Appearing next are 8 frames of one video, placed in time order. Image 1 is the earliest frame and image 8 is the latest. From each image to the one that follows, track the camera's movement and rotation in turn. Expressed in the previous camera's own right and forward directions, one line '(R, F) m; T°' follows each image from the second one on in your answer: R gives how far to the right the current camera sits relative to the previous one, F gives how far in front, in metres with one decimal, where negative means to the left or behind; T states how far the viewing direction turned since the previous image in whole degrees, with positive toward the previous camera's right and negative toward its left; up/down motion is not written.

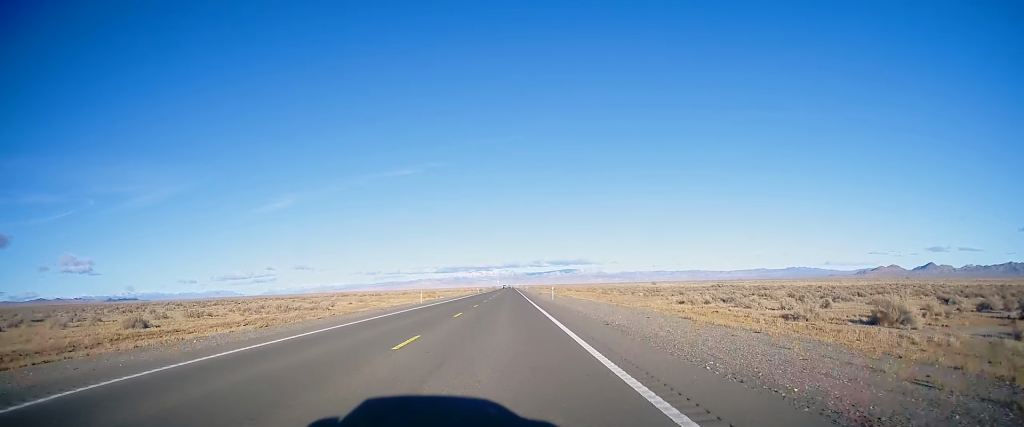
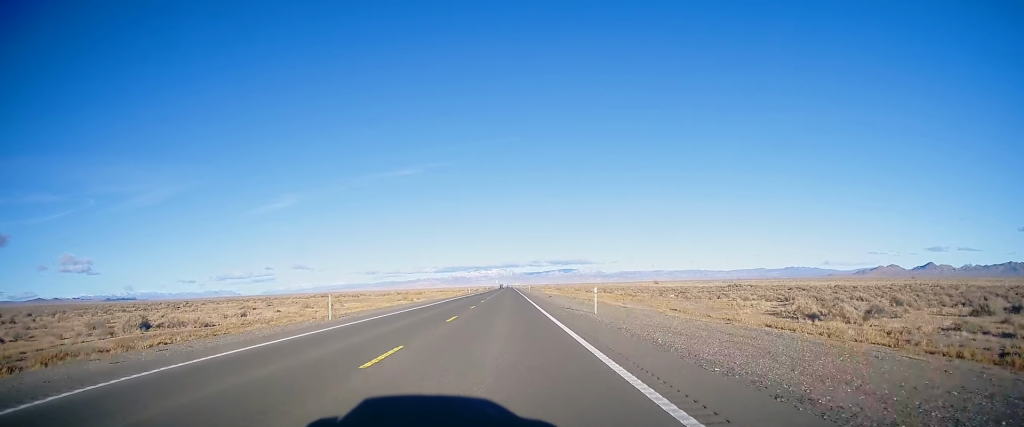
(+0.1, +26.5) m; +1°
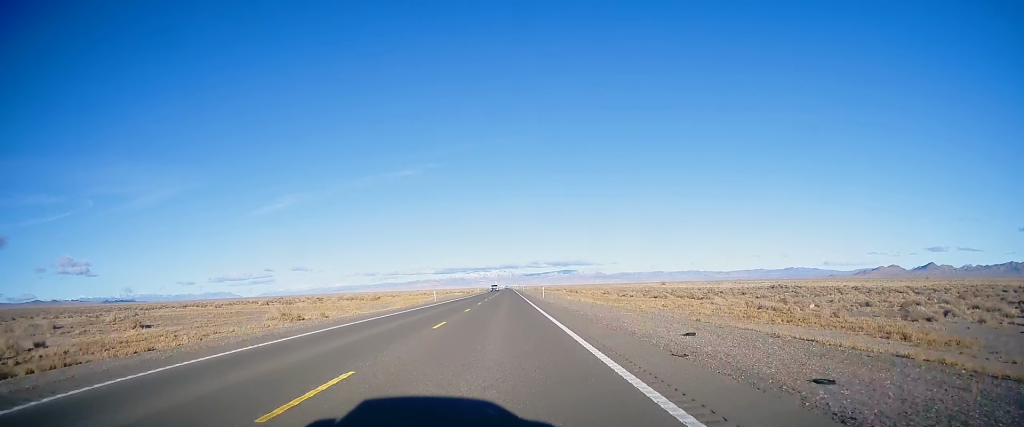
(+0.2, +51.7) m; 0°
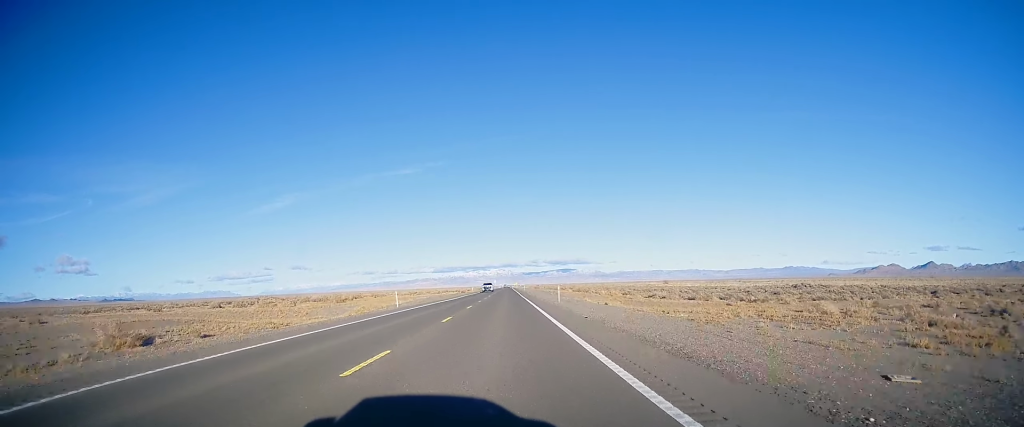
(-0.4, +21.6) m; 0°
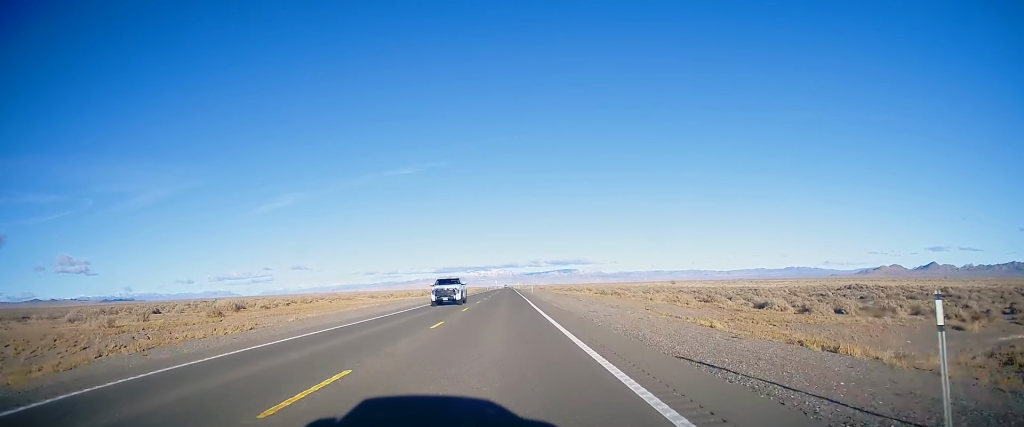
(+0.4, +39.1) m; 0°
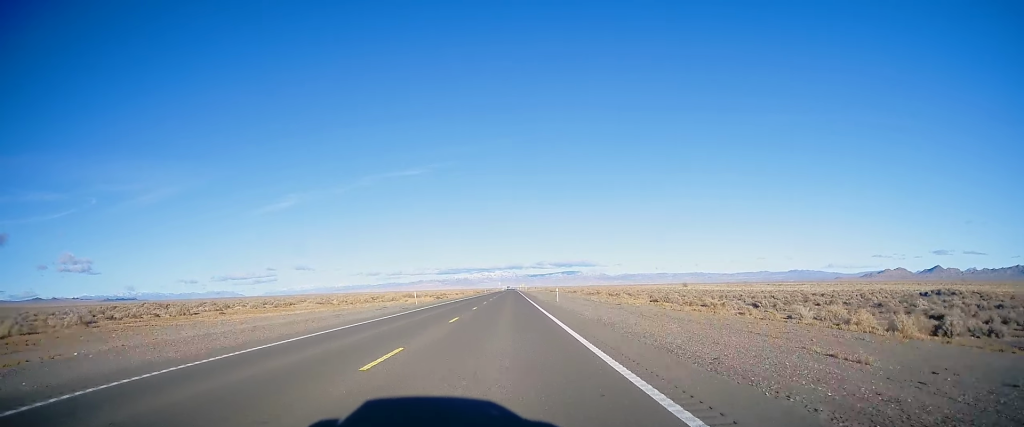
(-0.4, +45.3) m; -1°
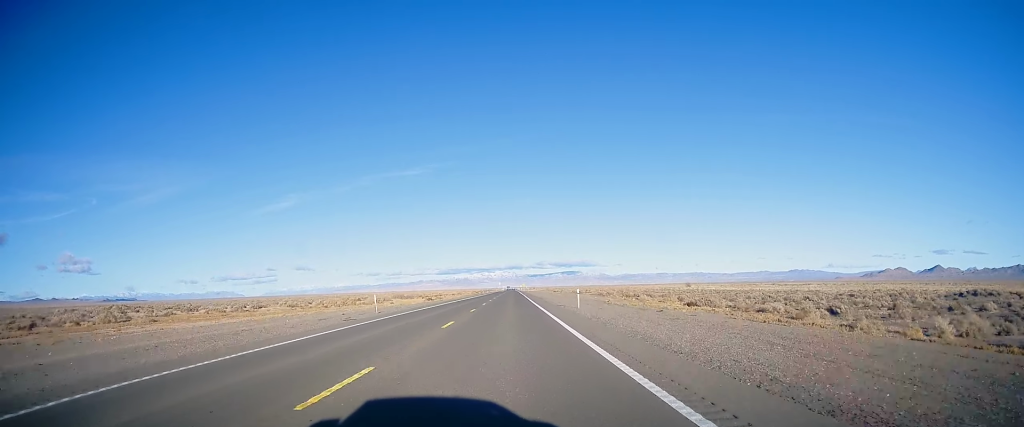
(-0.1, +14.9) m; 0°
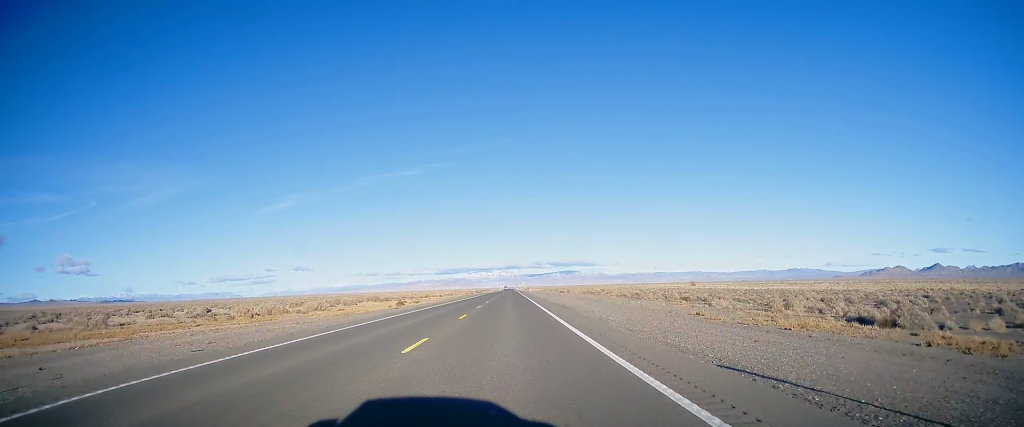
(+0.3, +31.2) m; 0°
